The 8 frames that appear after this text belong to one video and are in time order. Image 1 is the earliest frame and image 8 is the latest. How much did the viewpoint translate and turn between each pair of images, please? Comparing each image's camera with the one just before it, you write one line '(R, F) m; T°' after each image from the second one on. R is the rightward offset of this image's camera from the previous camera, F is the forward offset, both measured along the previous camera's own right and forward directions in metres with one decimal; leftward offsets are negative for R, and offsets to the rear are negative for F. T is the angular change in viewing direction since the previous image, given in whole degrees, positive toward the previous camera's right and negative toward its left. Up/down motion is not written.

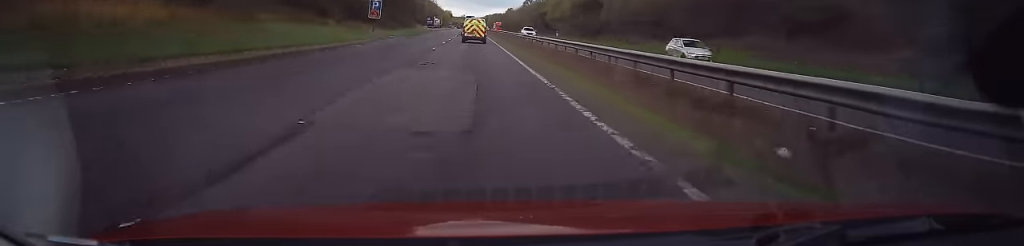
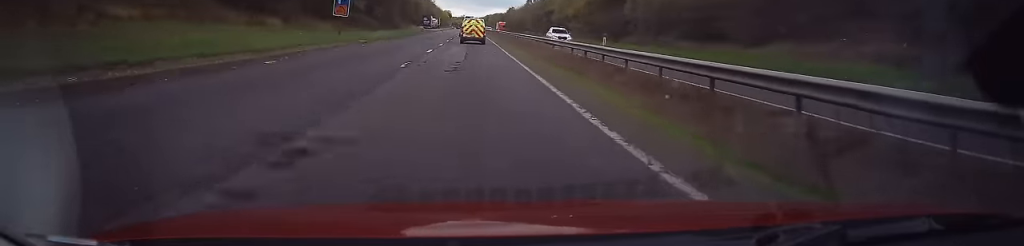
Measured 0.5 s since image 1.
(-0.1, +11.3) m; 0°
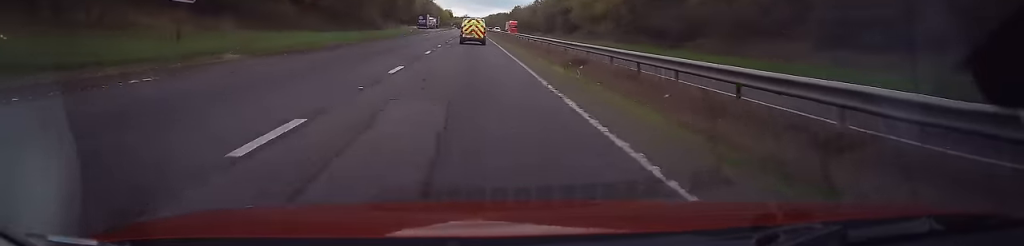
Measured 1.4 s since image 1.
(0.0, +20.5) m; +1°
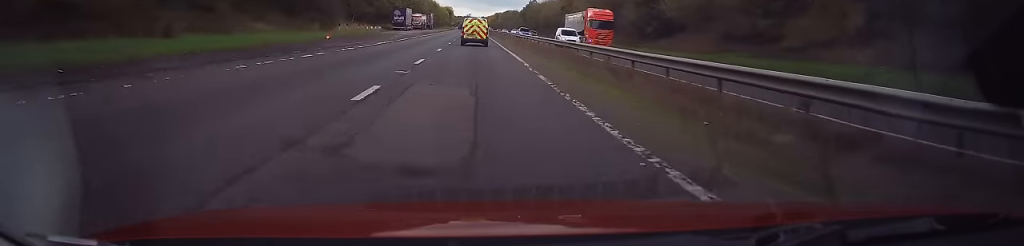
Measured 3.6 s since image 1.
(-0.4, +49.5) m; -1°
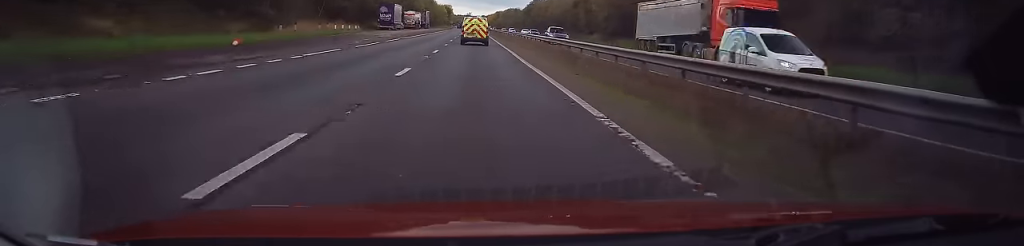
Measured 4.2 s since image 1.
(+0.3, +14.0) m; +1°
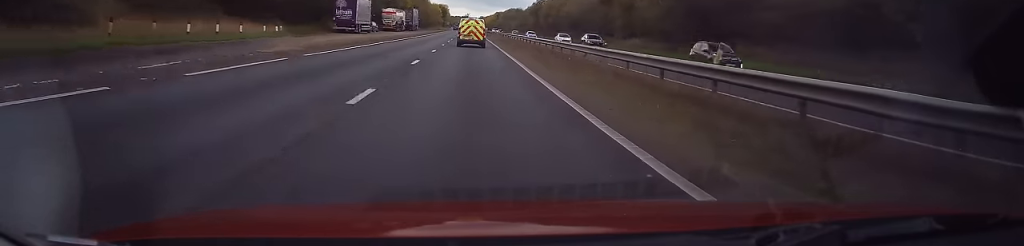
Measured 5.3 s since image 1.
(+0.1, +24.1) m; 0°
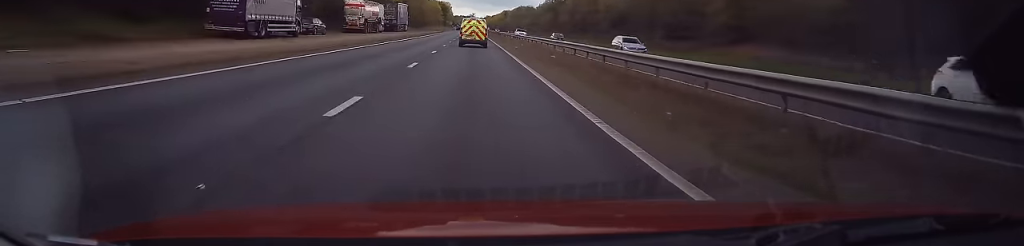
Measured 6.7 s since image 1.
(-0.2, +28.7) m; -1°
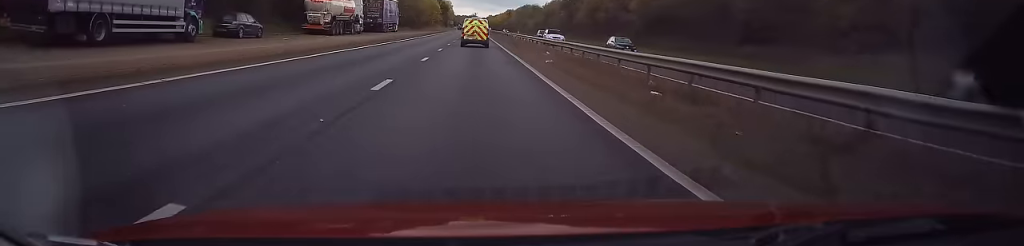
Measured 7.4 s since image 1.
(0.0, +14.3) m; 0°
